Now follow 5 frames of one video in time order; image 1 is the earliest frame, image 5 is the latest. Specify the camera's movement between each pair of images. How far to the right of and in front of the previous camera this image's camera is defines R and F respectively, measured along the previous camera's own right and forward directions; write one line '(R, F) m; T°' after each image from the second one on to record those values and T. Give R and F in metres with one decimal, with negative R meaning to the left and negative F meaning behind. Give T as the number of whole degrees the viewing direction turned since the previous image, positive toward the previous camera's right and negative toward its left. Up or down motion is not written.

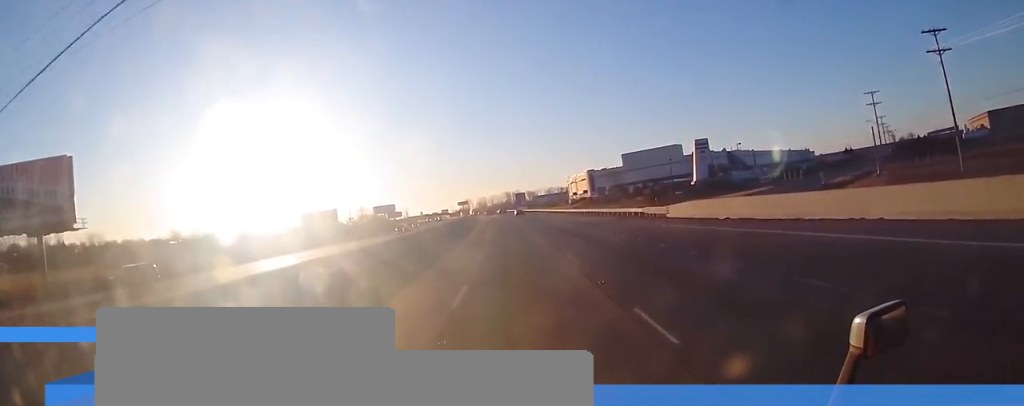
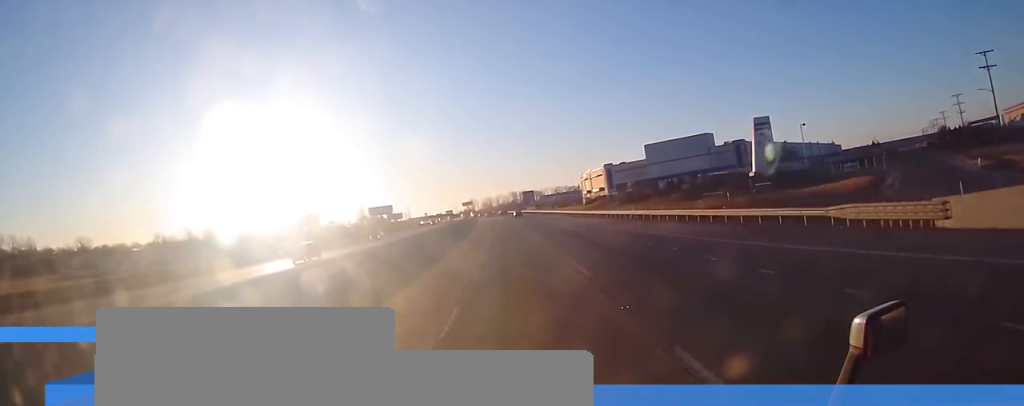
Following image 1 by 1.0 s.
(-0.1, +27.6) m; -1°
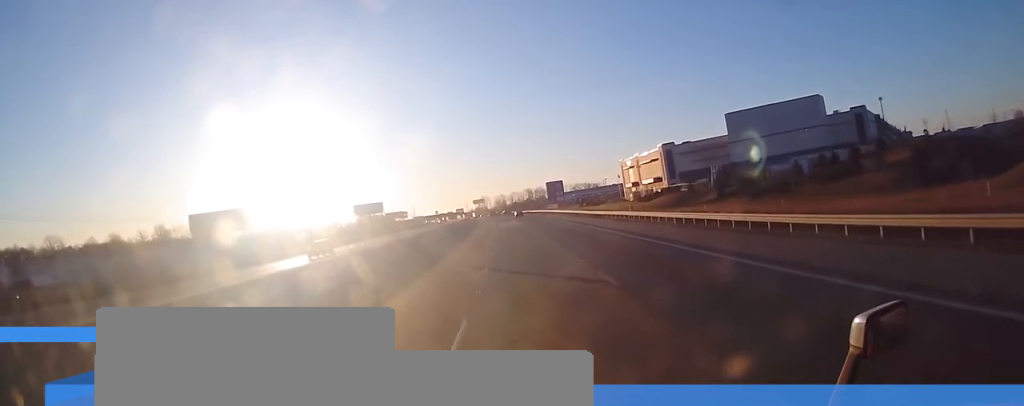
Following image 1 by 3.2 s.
(-1.2, +64.2) m; -2°
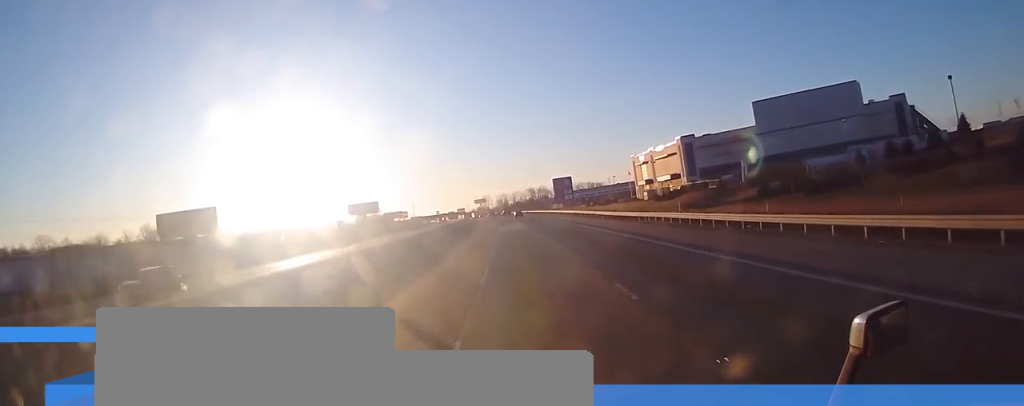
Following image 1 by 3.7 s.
(-0.1, +14.4) m; 0°
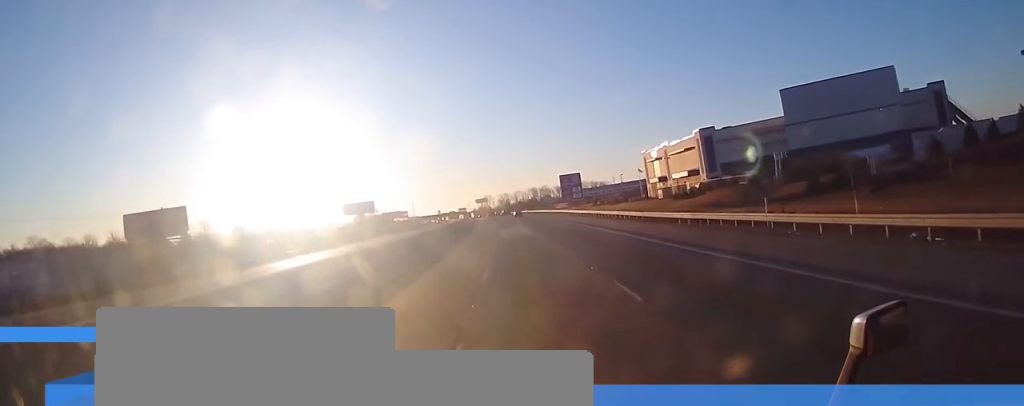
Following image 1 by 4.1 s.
(-0.1, +12.4) m; 0°
